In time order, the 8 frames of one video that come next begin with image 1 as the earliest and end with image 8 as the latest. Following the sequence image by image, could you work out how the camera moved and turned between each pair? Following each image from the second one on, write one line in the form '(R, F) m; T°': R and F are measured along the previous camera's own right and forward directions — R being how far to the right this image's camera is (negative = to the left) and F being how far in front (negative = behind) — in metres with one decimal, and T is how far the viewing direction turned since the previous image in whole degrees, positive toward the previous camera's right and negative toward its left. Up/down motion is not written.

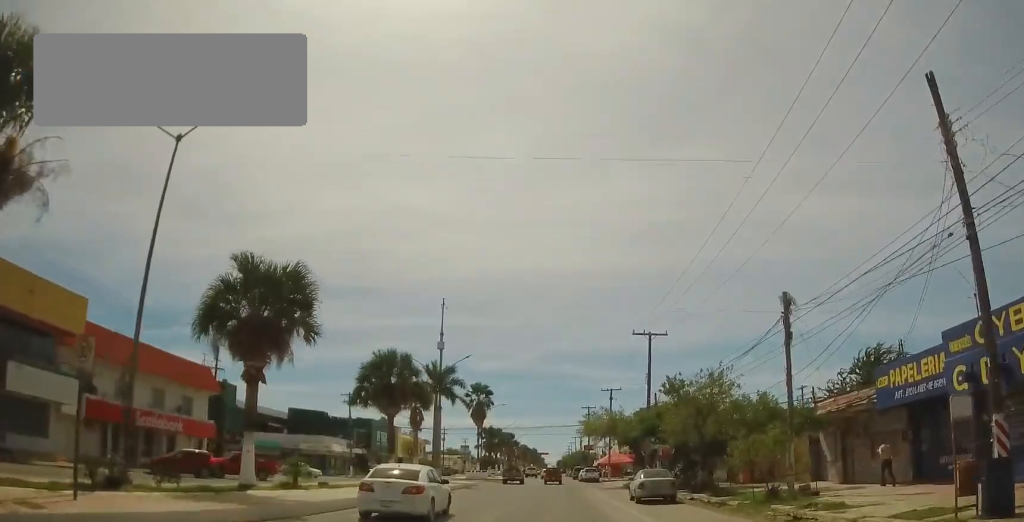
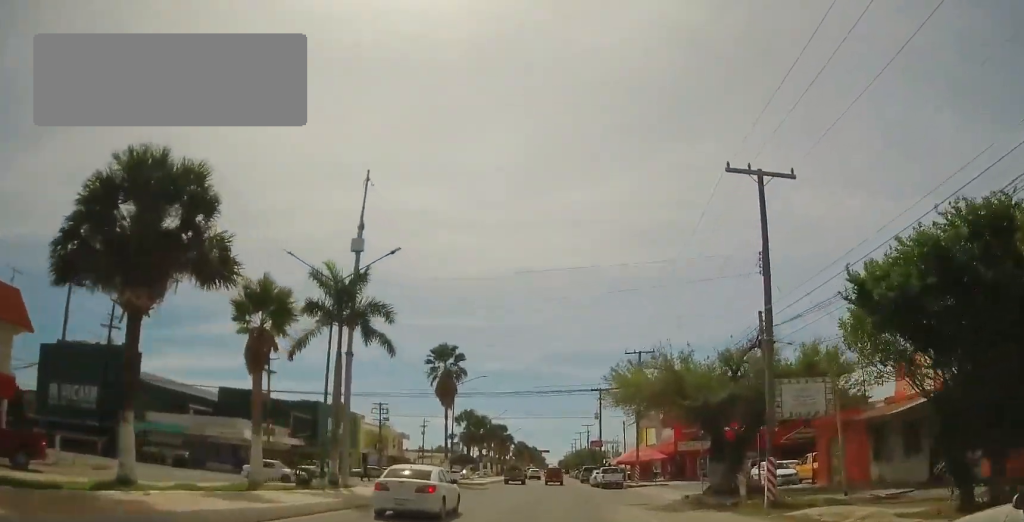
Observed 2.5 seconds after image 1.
(+0.3, +24.7) m; +2°
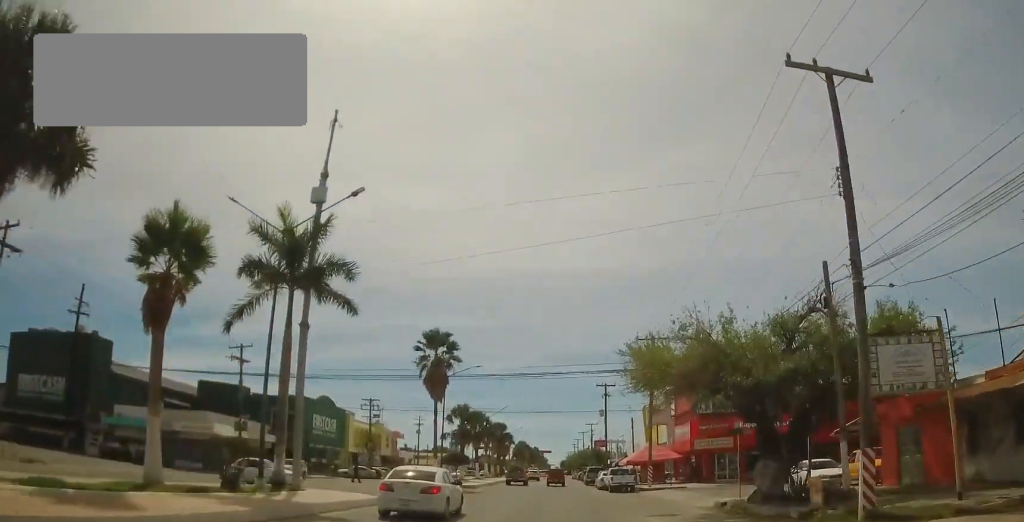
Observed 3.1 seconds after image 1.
(0.0, +6.0) m; 0°
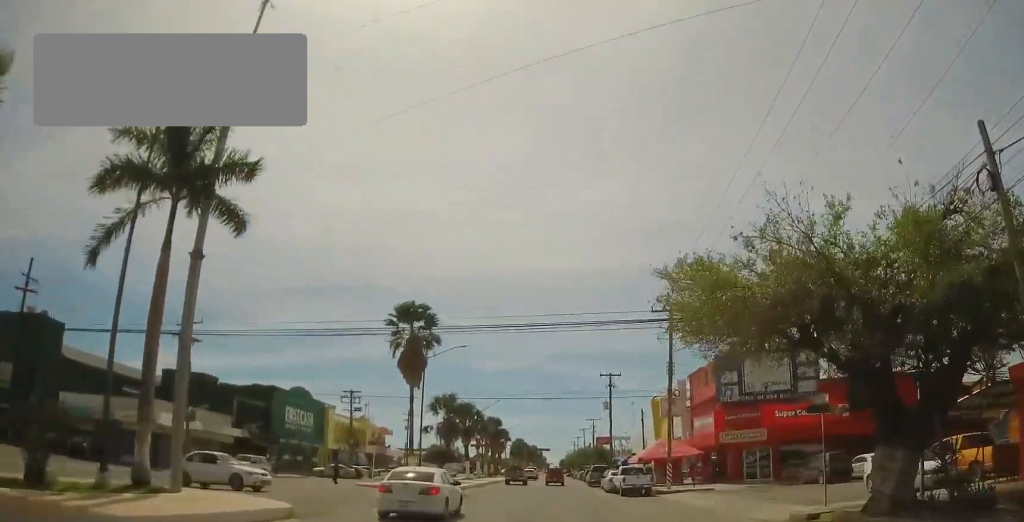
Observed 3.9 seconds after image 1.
(0.0, +8.3) m; 0°
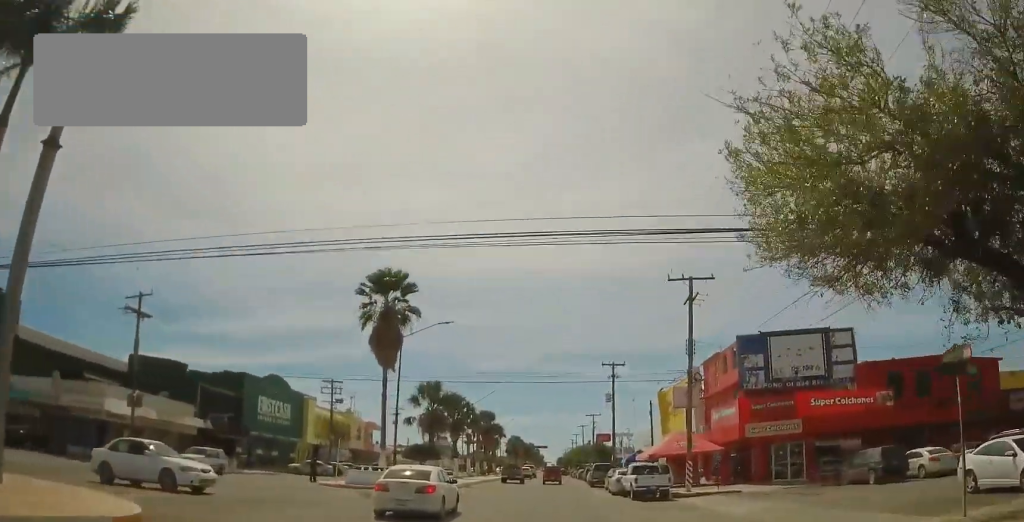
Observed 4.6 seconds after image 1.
(0.0, +6.5) m; 0°
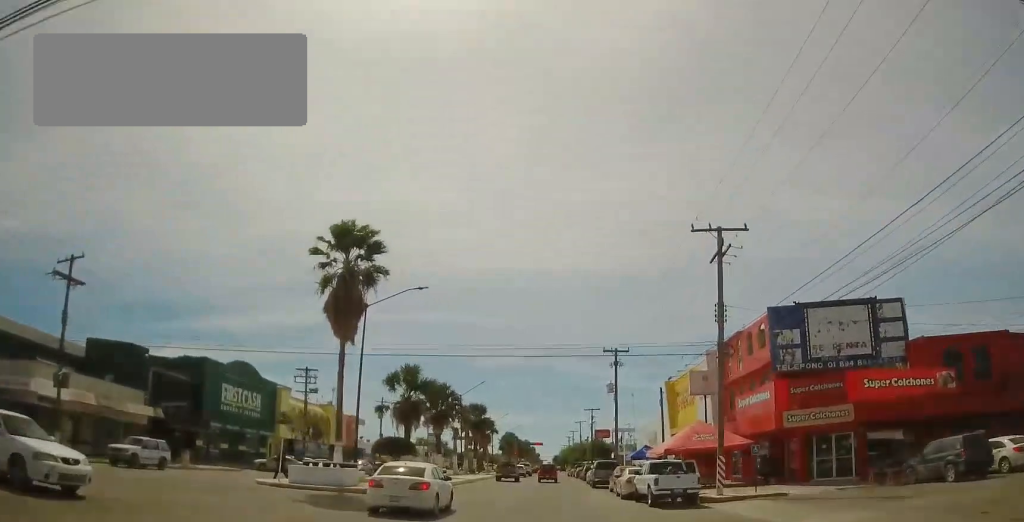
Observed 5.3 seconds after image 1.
(0.0, +7.0) m; 0°
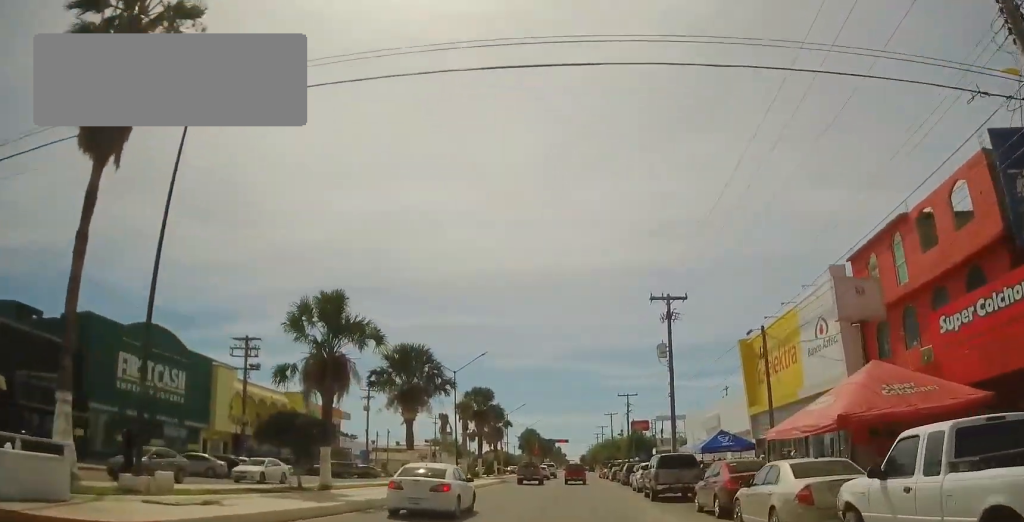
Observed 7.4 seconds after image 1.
(0.0, +18.4) m; -3°
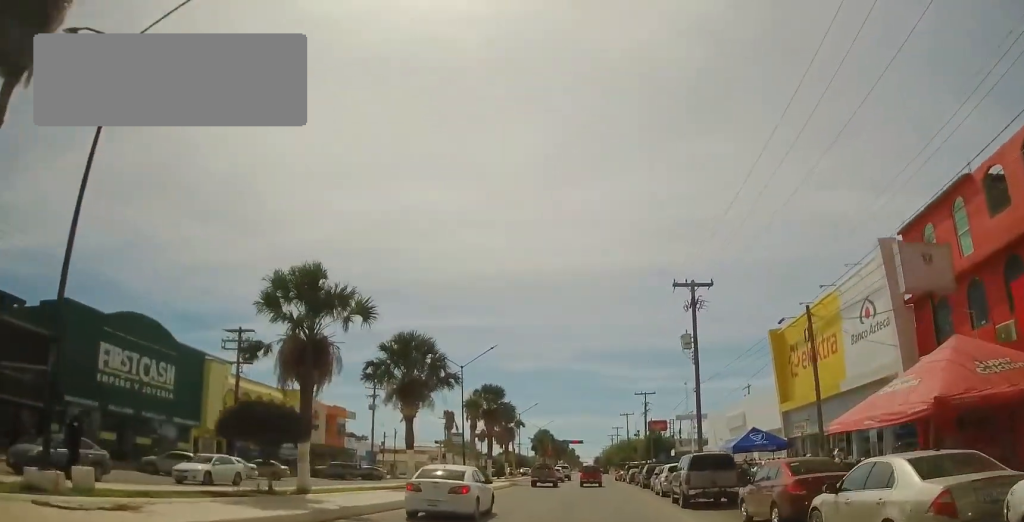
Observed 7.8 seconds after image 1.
(-0.2, +3.4) m; 0°
